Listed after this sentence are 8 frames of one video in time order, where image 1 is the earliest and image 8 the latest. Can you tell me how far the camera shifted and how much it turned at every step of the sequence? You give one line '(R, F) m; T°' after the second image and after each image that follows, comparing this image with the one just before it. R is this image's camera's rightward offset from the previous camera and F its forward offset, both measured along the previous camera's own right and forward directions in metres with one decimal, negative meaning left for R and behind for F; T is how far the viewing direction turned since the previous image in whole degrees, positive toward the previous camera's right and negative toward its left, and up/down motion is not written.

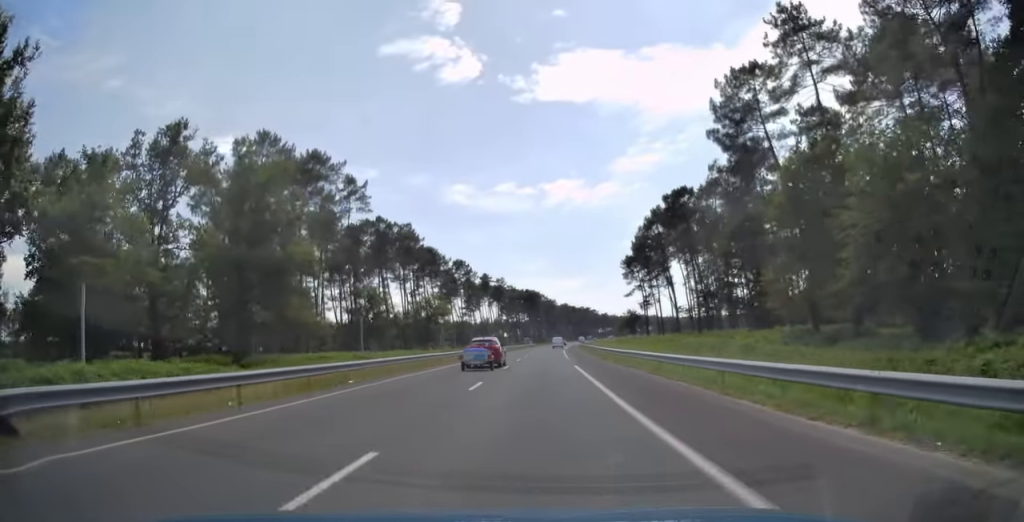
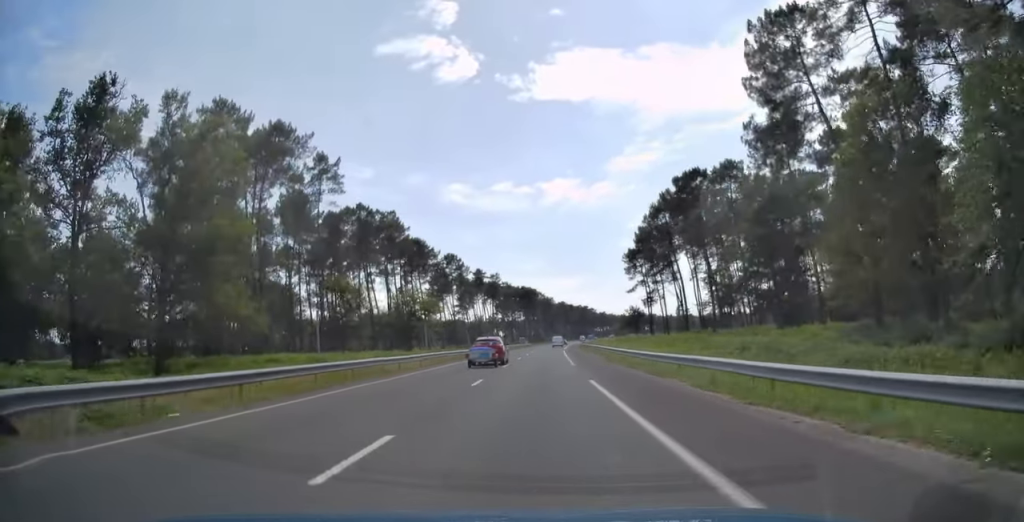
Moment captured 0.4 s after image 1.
(0.0, +11.8) m; 0°
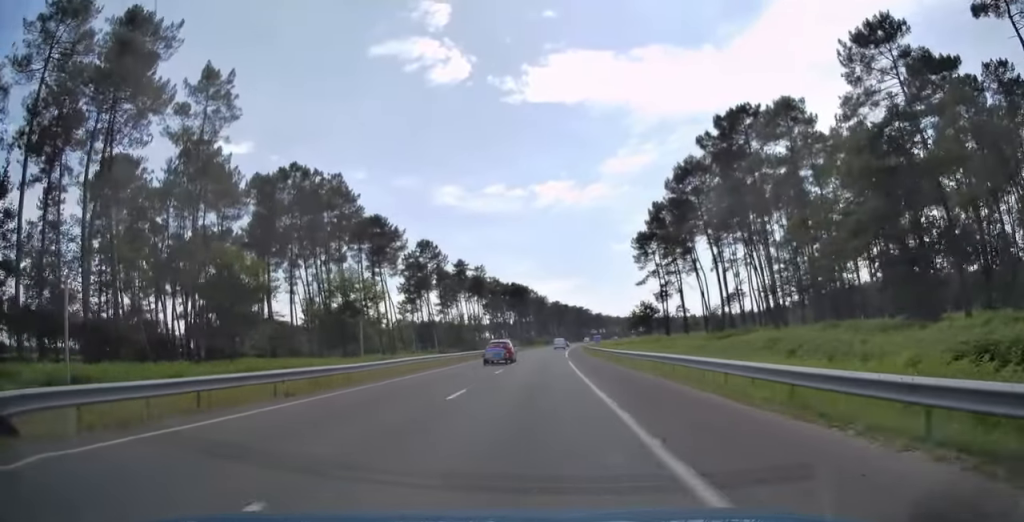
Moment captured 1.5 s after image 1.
(+0.3, +29.8) m; +1°
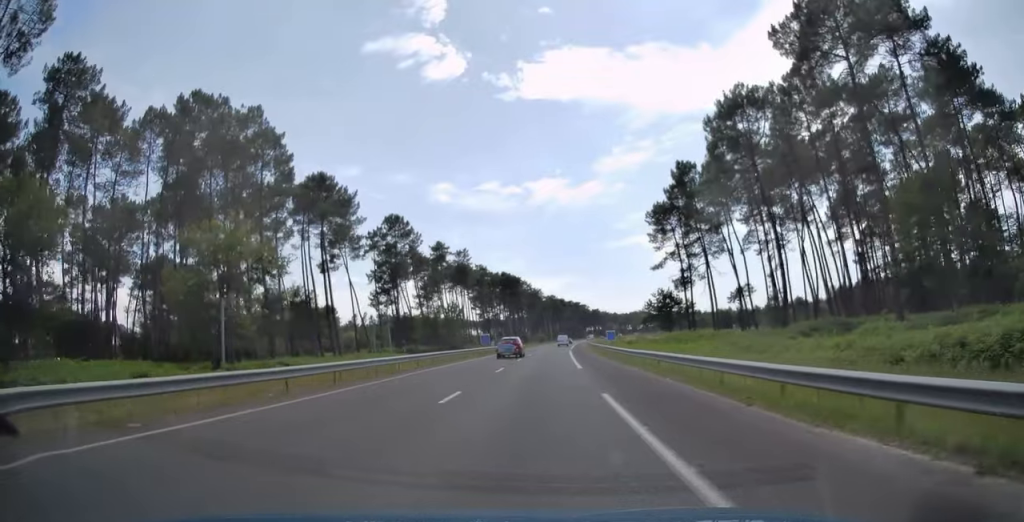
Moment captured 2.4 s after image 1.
(+0.3, +27.3) m; +1°
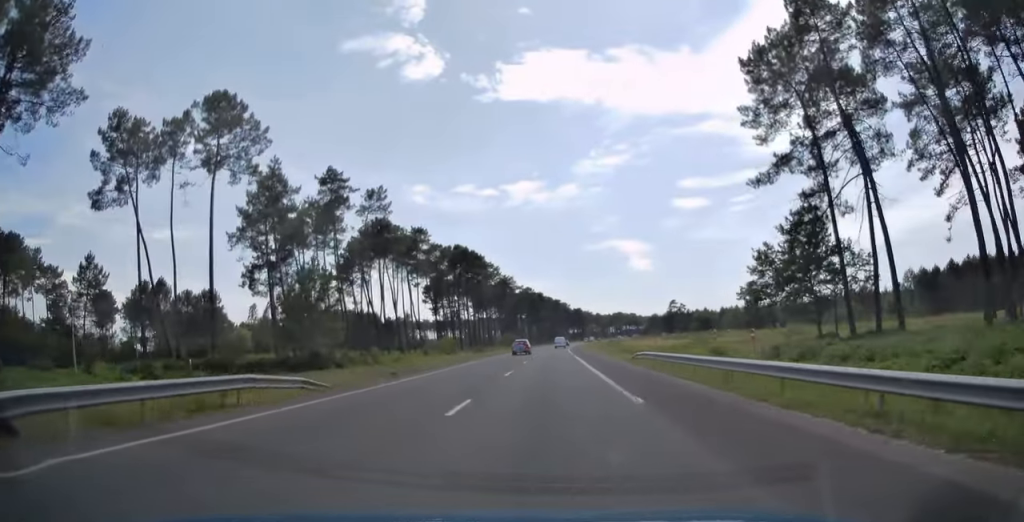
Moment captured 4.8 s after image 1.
(+1.3, +66.7) m; +2°
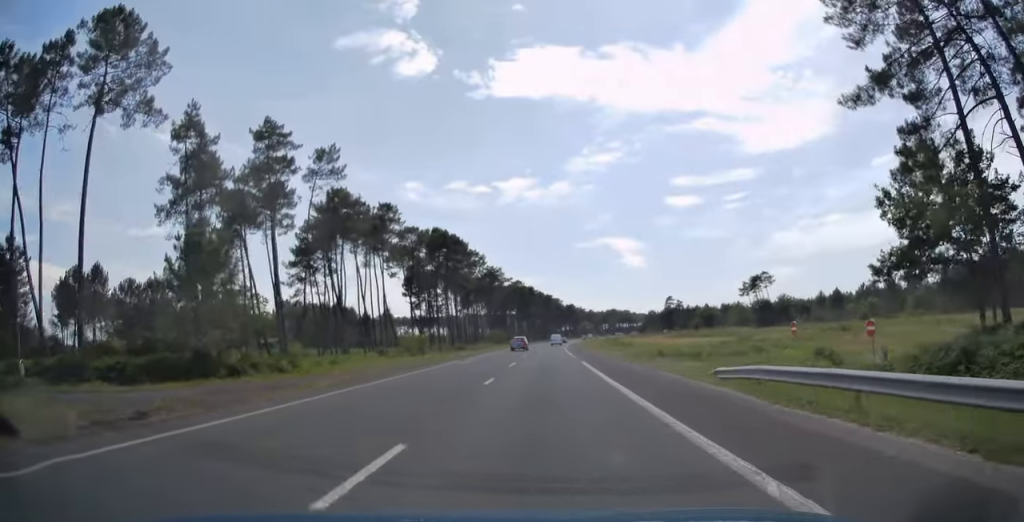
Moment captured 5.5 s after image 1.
(-0.1, +19.3) m; 0°
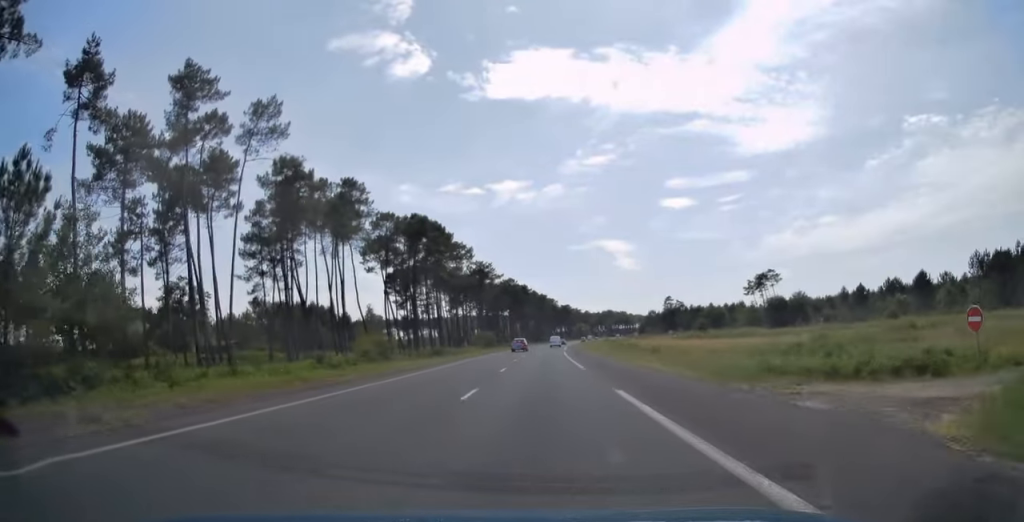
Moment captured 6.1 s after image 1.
(+0.1, +17.0) m; 0°
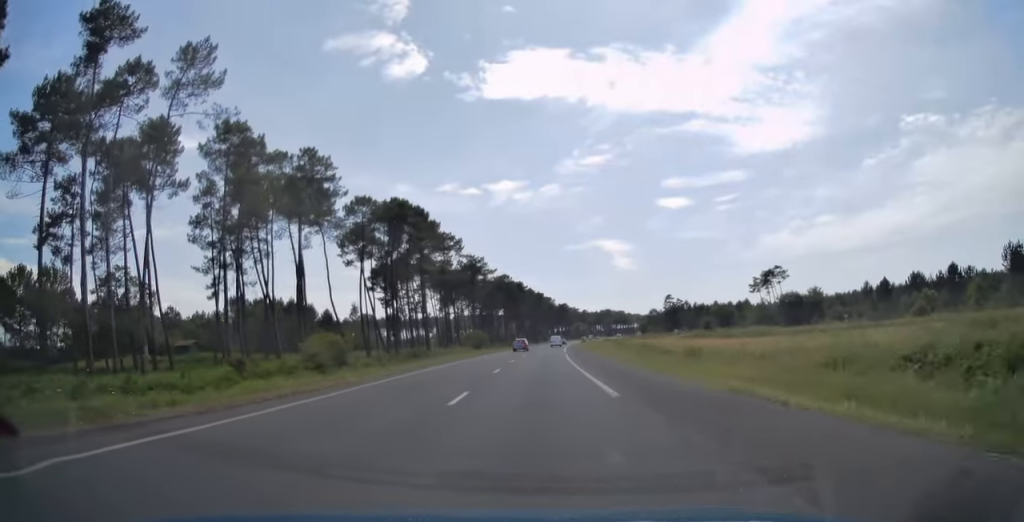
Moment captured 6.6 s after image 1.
(+0.1, +13.7) m; 0°
